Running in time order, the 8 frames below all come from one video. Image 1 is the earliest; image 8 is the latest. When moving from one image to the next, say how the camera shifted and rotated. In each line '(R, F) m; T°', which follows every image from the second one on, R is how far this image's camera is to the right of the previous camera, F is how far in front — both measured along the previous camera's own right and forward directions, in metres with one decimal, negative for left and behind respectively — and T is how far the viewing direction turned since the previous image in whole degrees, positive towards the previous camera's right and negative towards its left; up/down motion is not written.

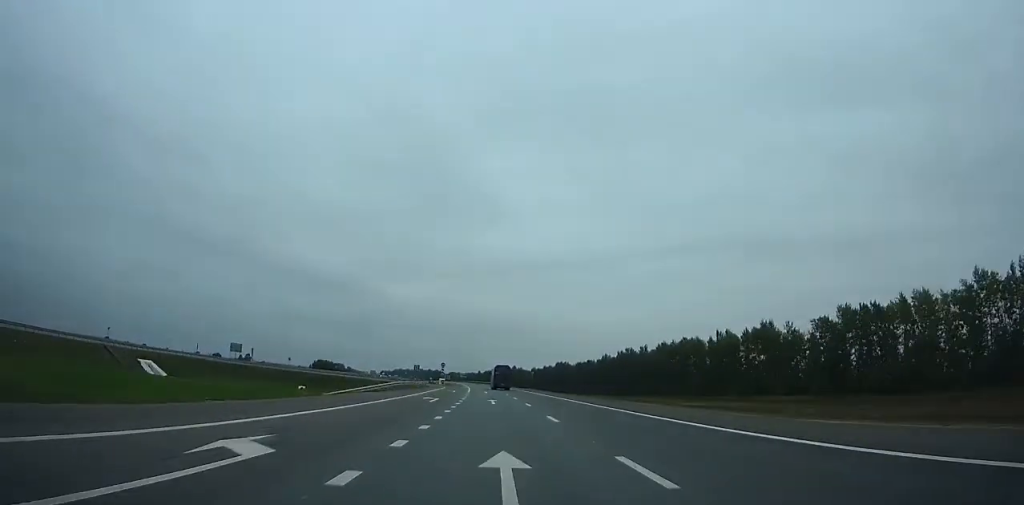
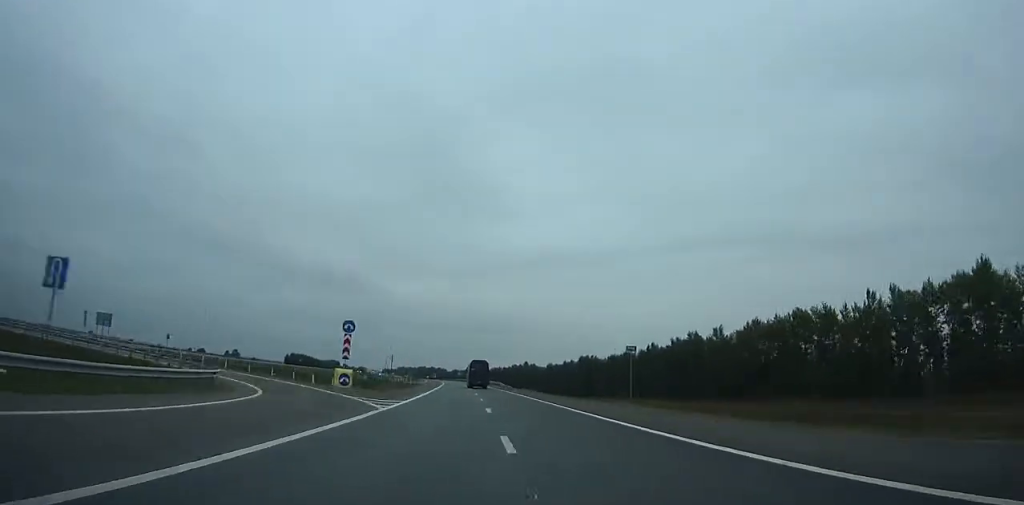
(-1.4, +78.4) m; -2°
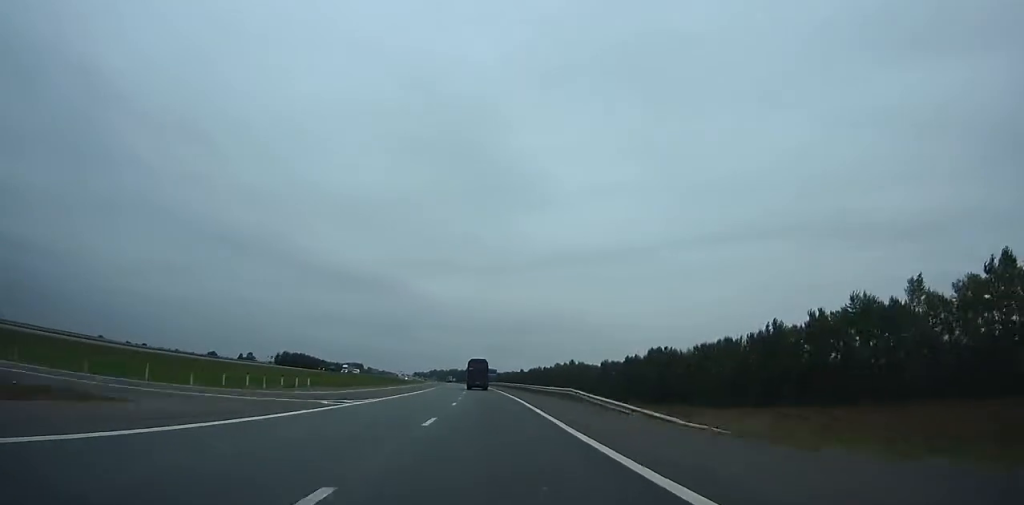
(-1.4, +80.2) m; -3°
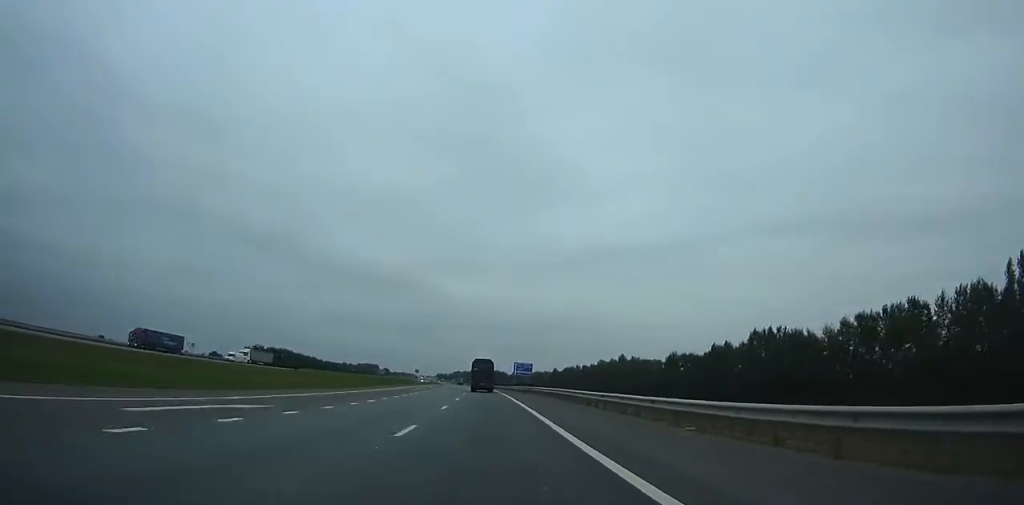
(-1.8, +76.2) m; -3°
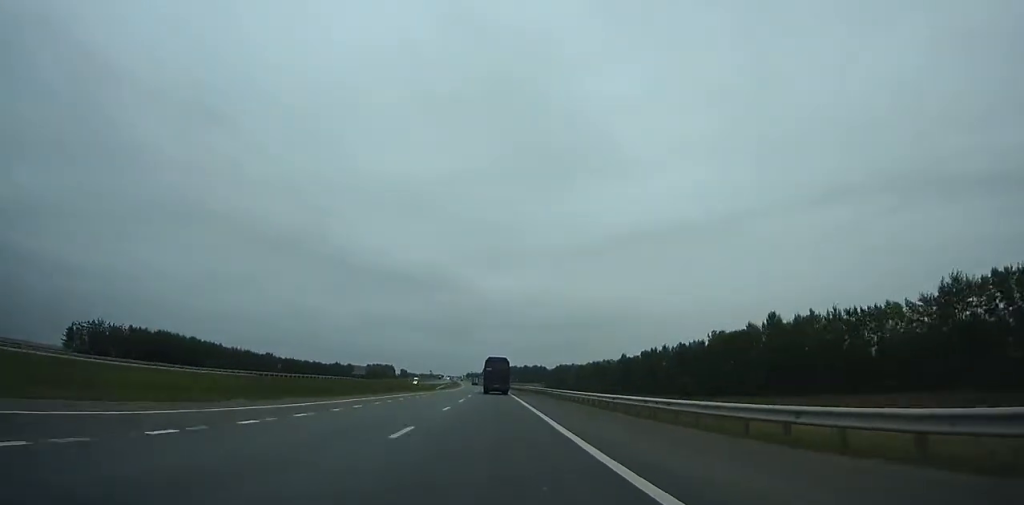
(-5.1, +133.1) m; -3°
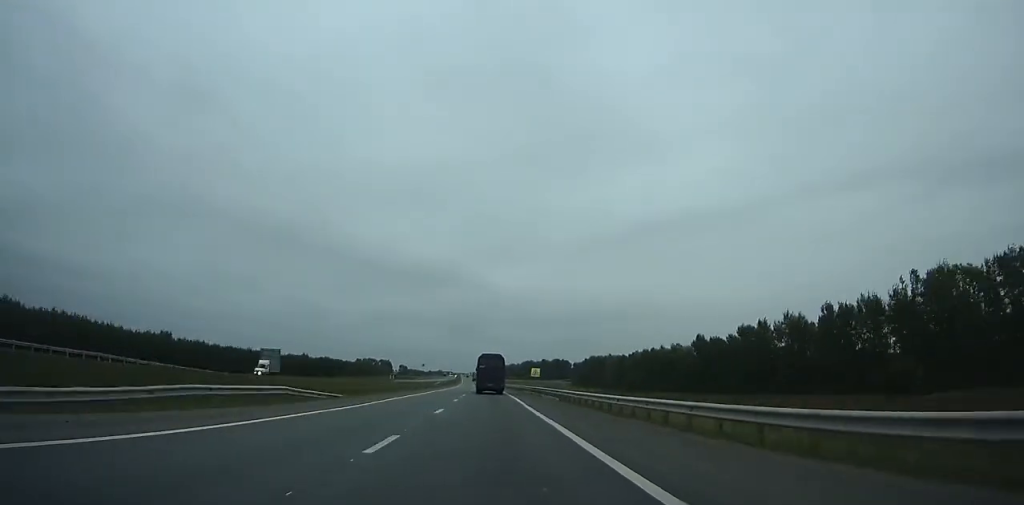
(-1.3, +99.1) m; -1°
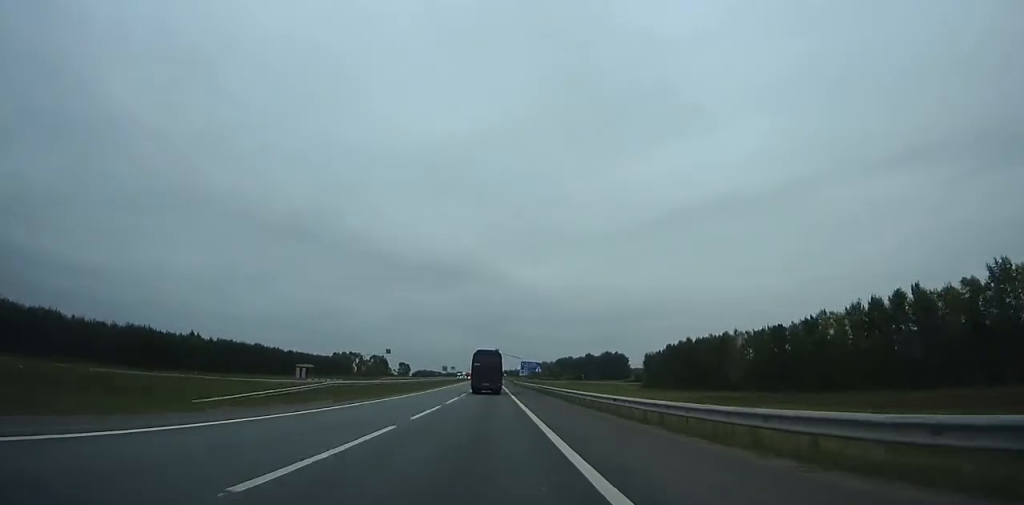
(-2.7, +147.7) m; -2°
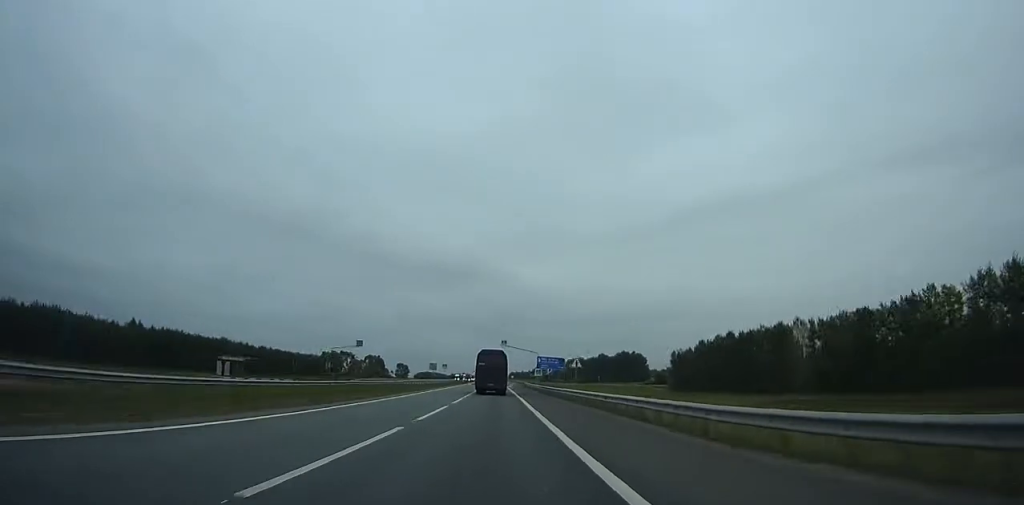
(-0.2, +35.4) m; 0°
